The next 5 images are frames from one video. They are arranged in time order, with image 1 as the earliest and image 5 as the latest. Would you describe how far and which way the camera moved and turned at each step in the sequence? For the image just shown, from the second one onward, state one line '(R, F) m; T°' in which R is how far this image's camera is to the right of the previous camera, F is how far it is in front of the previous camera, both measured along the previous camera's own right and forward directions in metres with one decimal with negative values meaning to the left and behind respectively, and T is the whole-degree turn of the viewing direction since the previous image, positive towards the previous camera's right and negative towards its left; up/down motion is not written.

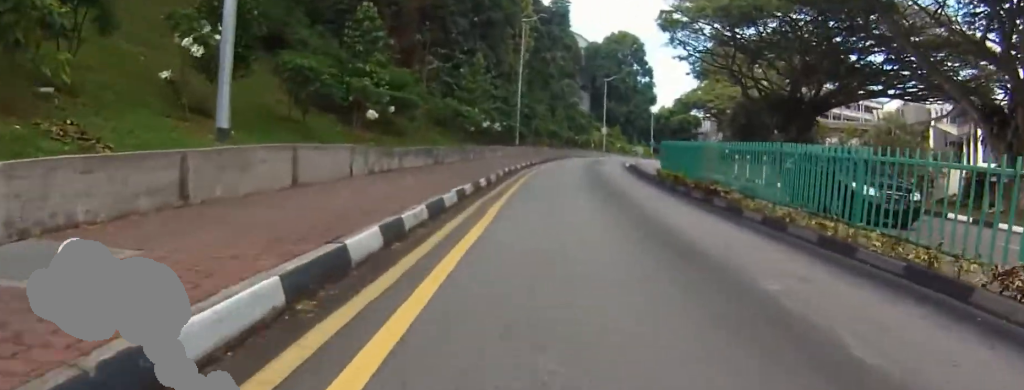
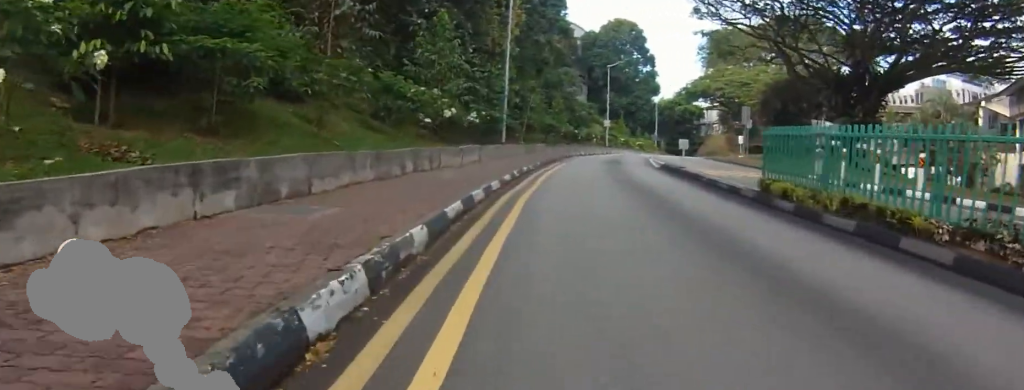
(-0.5, +10.2) m; -11°
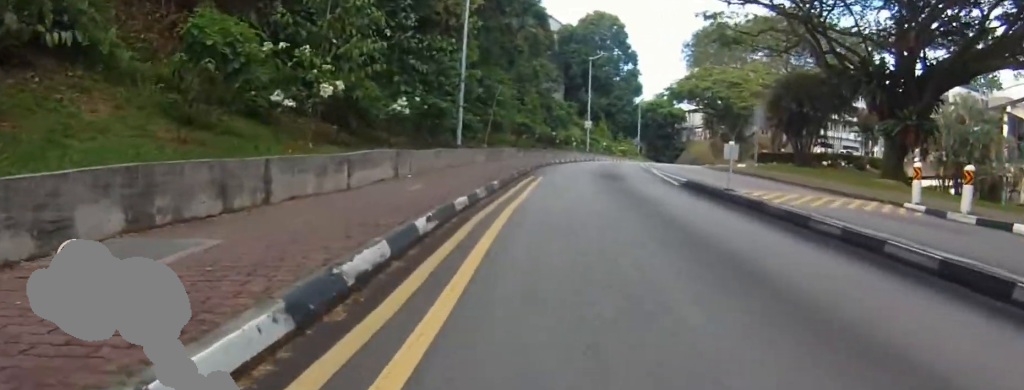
(0.0, +8.6) m; +2°
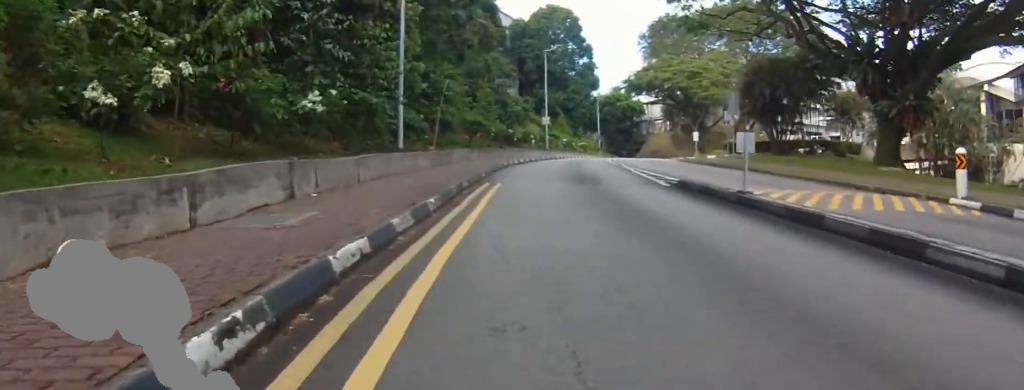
(+0.3, +4.2) m; -1°
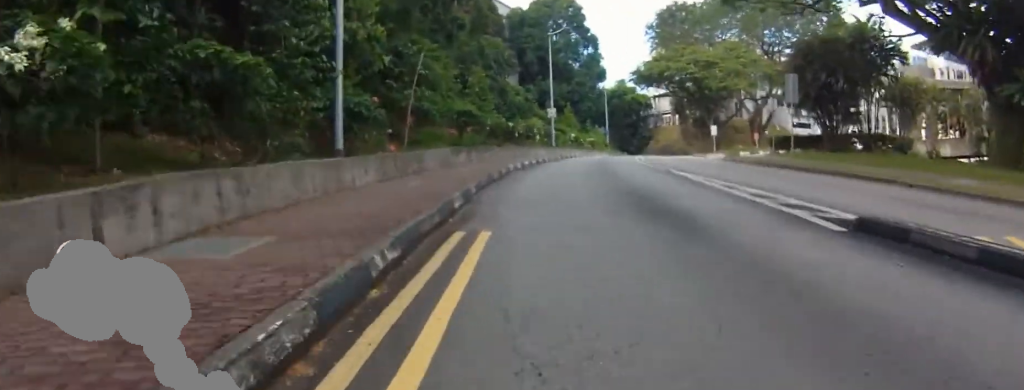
(-0.2, +8.9) m; +6°
